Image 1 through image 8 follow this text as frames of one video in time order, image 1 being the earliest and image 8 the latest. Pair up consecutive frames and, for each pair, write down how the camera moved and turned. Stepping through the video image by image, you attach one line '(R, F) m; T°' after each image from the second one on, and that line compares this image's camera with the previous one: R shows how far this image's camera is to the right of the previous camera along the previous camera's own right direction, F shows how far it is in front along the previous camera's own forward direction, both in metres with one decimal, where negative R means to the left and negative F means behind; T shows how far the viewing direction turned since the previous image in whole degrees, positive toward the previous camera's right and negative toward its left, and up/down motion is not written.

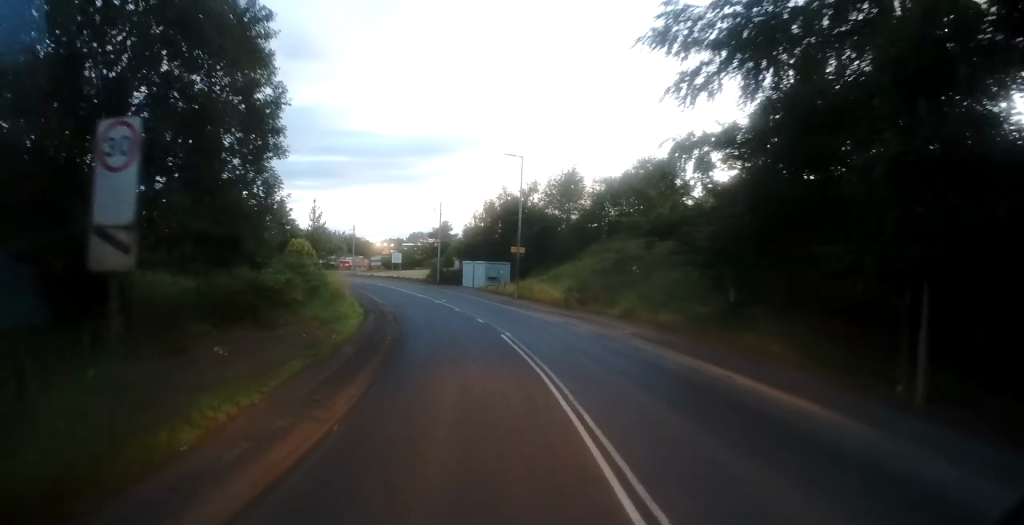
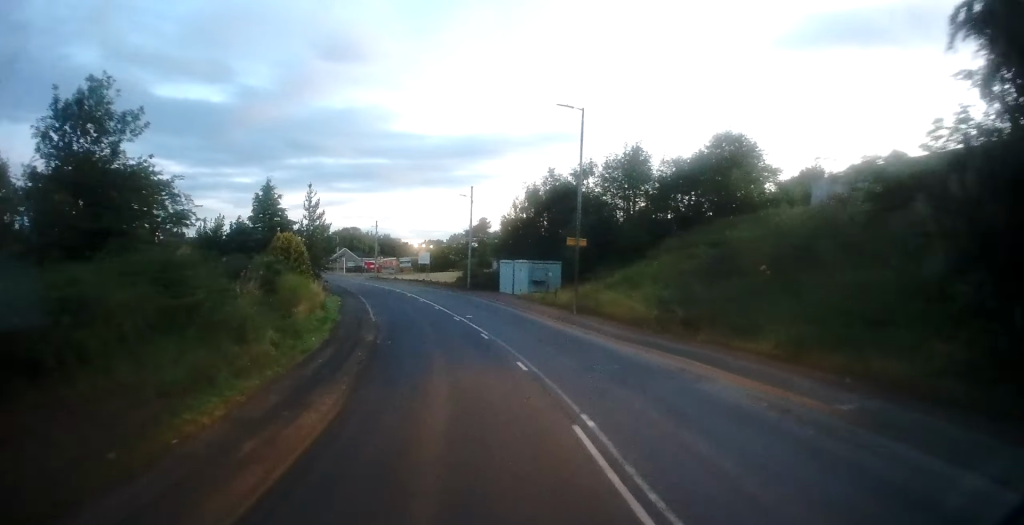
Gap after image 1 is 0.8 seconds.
(-0.2, +12.5) m; -6°
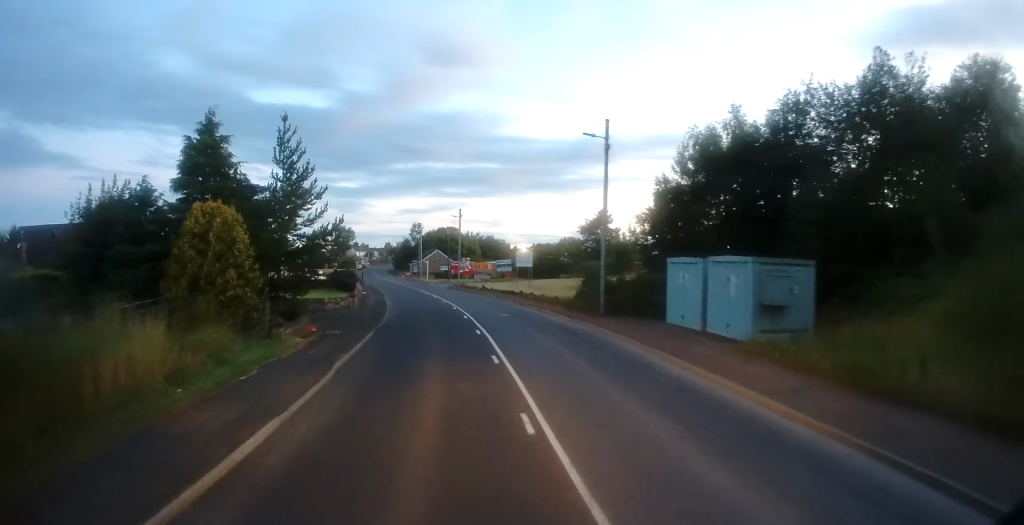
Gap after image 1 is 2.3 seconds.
(-2.7, +22.8) m; -11°
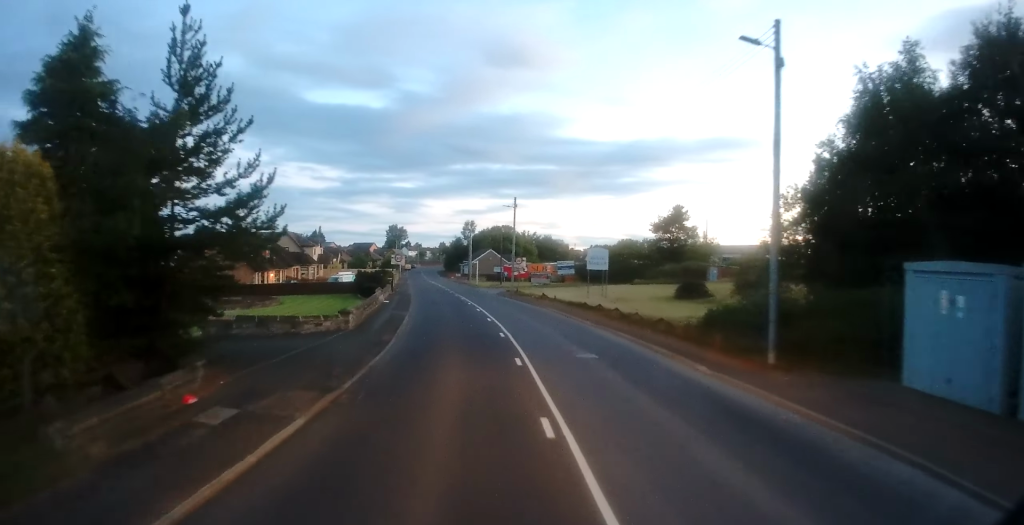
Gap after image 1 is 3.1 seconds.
(-0.5, +11.8) m; -4°
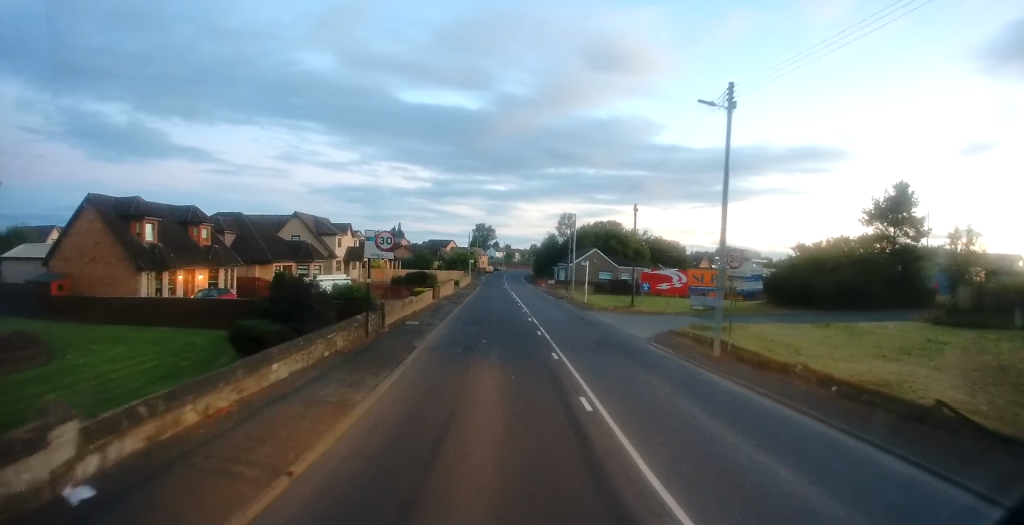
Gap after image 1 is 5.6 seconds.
(-2.9, +33.4) m; -9°
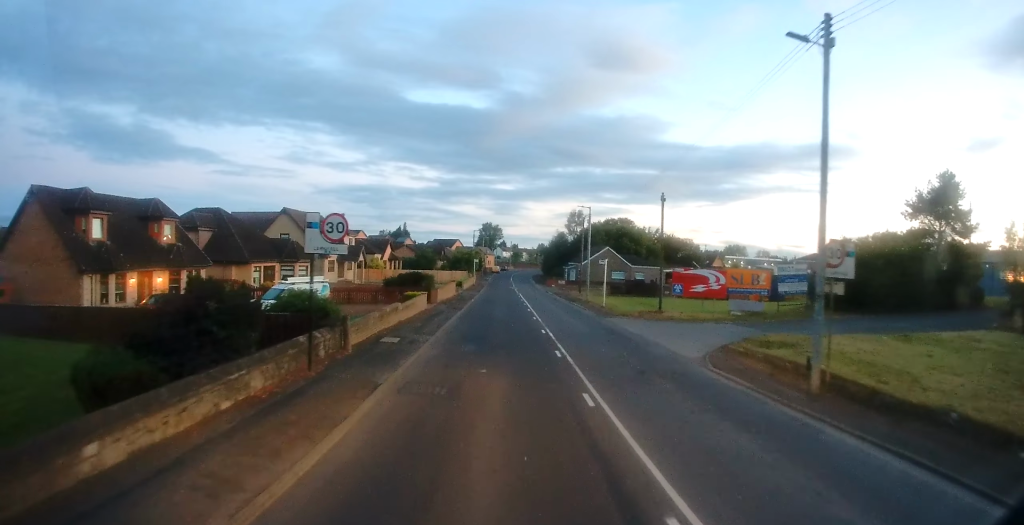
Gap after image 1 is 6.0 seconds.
(0.0, +5.6) m; 0°
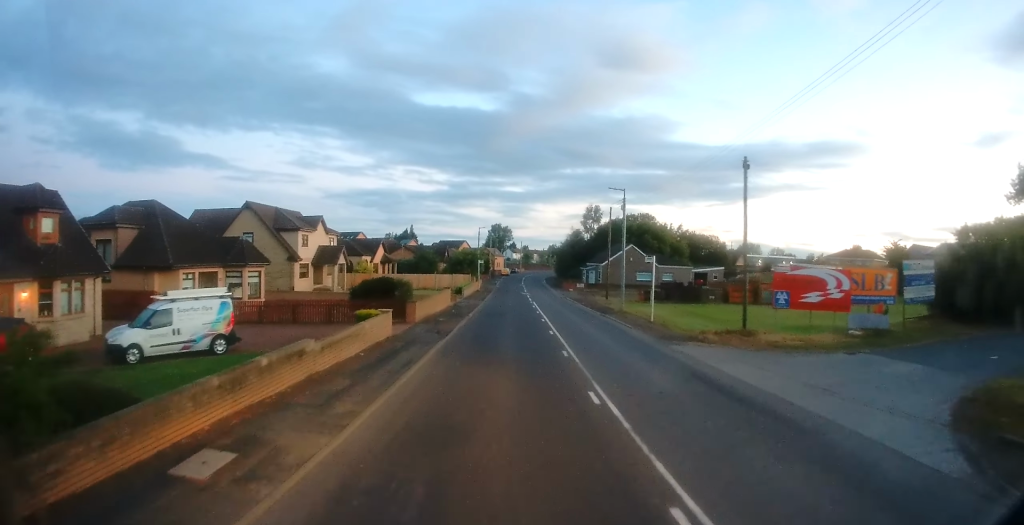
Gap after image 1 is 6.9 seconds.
(+0.2, +11.7) m; 0°
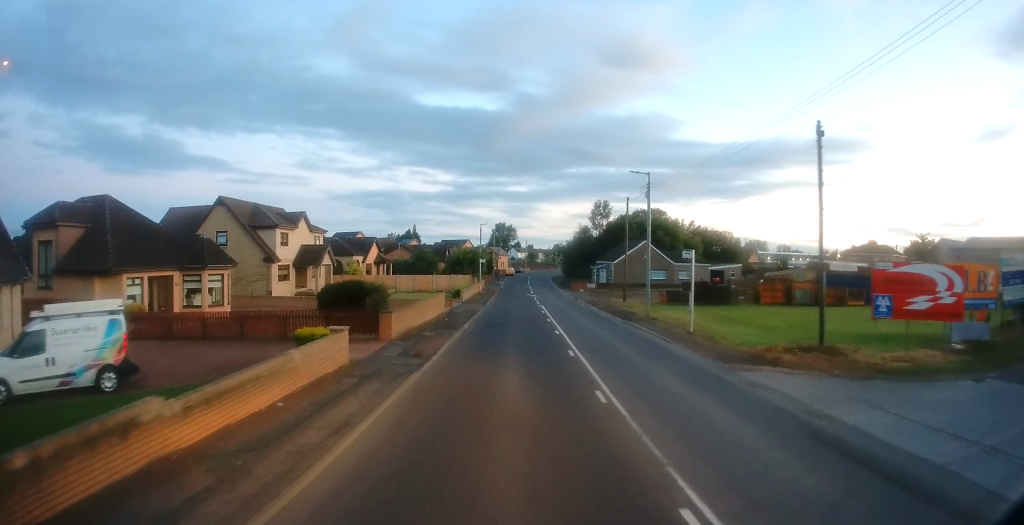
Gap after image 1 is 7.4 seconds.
(-0.2, +6.0) m; 0°
